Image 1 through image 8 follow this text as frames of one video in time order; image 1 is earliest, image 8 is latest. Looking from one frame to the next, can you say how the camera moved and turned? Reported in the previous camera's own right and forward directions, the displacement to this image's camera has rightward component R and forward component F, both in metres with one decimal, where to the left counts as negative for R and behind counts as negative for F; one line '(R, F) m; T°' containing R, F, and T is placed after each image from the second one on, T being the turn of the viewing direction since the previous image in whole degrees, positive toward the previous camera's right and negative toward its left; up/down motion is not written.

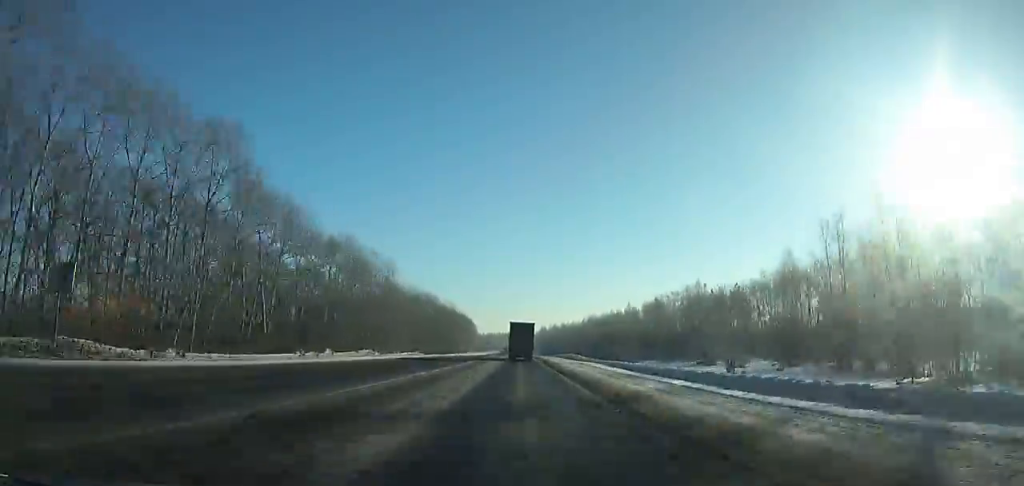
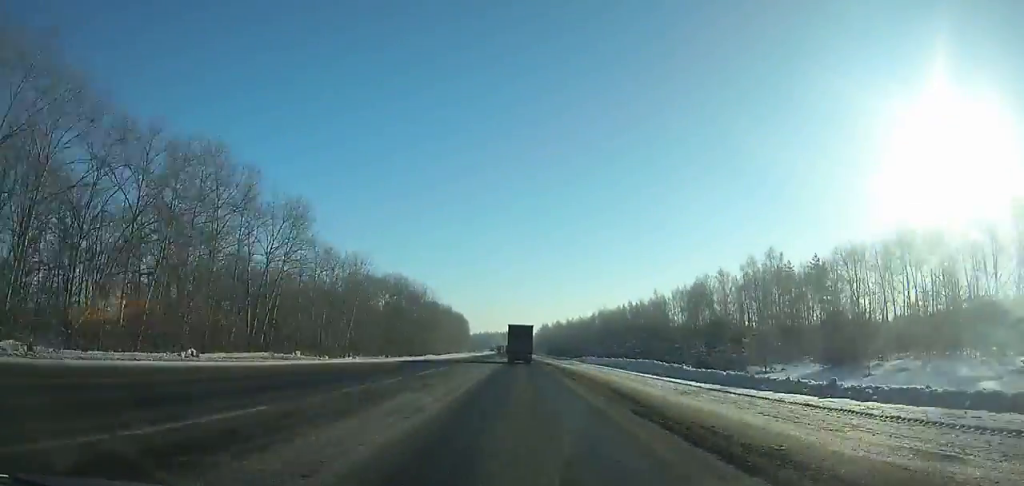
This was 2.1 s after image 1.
(0.0, +47.8) m; 0°
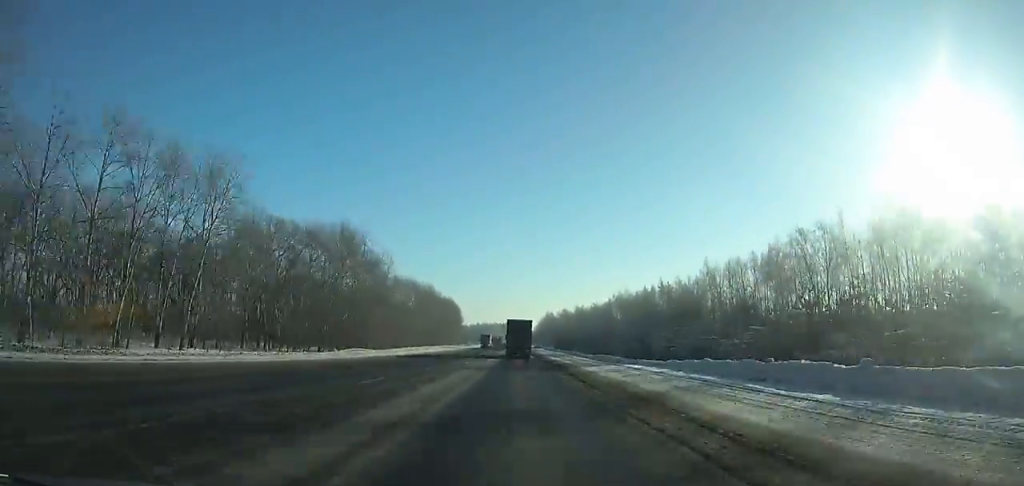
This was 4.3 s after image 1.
(0.0, +50.0) m; 0°
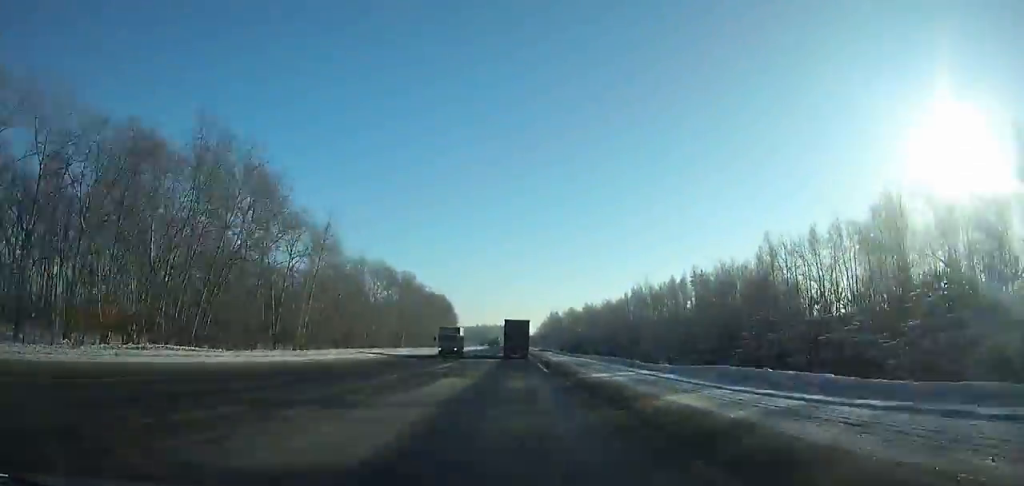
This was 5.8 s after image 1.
(0.0, +34.0) m; 0°
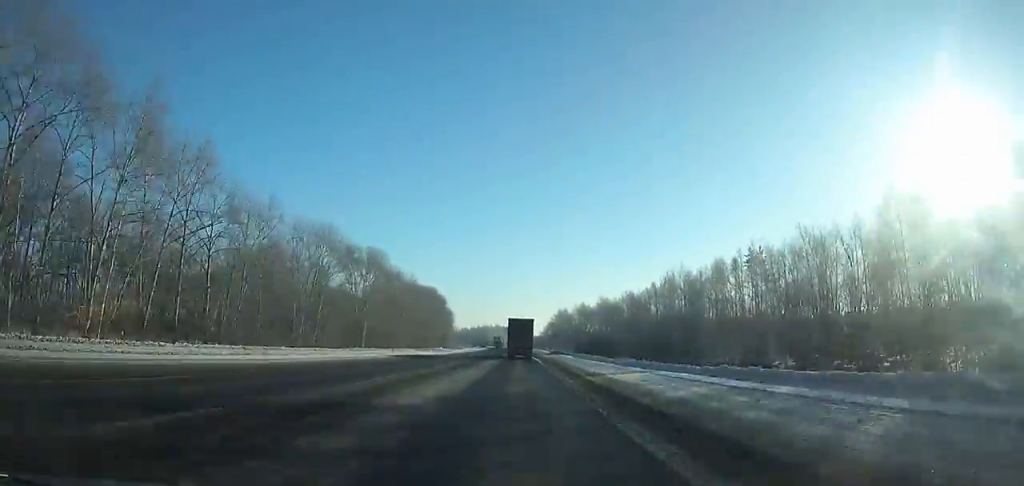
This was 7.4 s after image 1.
(-0.1, +36.3) m; 0°
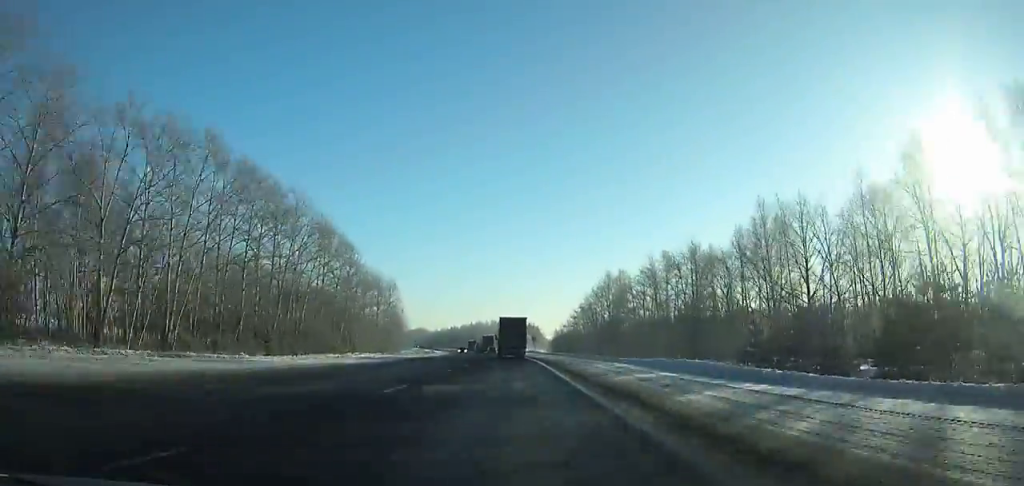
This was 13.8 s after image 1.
(-1.5, +144.1) m; -2°
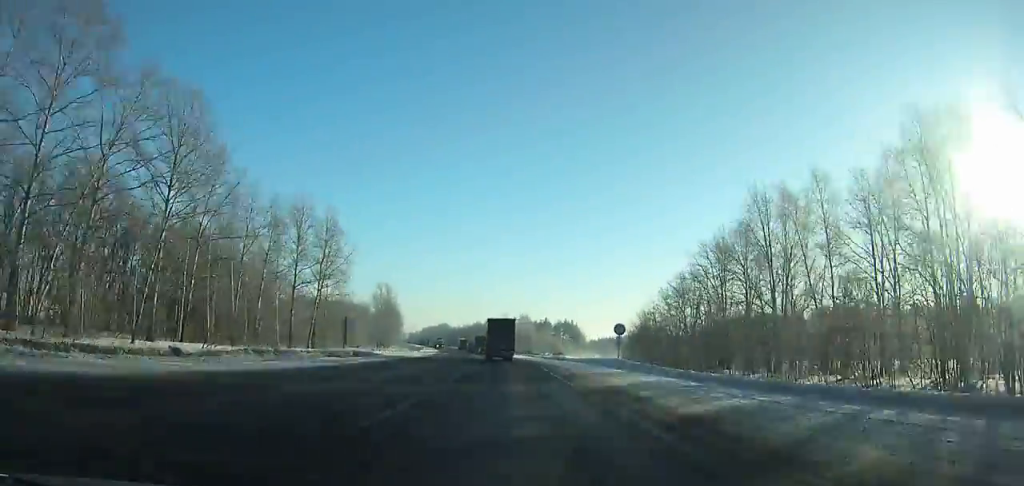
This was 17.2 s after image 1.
(-2.0, +75.7) m; -3°
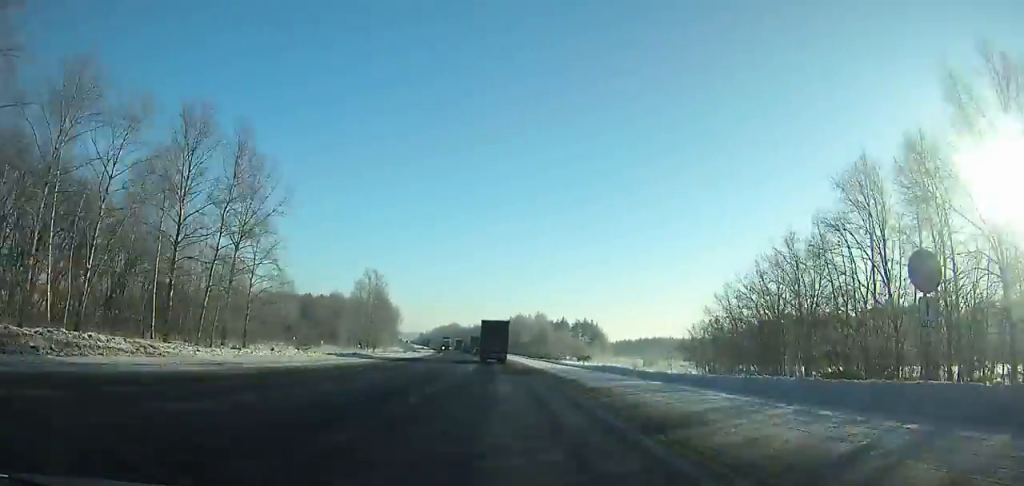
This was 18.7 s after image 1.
(-0.1, +33.3) m; -2°
